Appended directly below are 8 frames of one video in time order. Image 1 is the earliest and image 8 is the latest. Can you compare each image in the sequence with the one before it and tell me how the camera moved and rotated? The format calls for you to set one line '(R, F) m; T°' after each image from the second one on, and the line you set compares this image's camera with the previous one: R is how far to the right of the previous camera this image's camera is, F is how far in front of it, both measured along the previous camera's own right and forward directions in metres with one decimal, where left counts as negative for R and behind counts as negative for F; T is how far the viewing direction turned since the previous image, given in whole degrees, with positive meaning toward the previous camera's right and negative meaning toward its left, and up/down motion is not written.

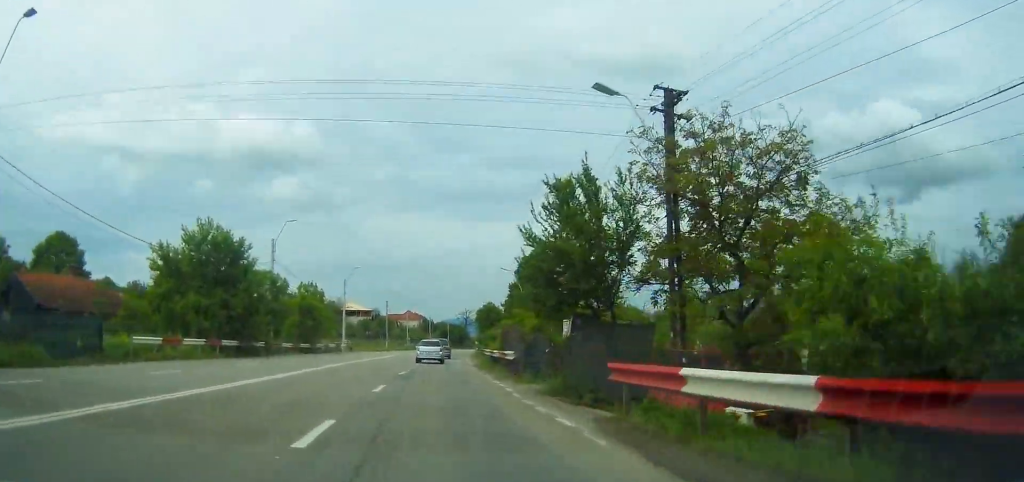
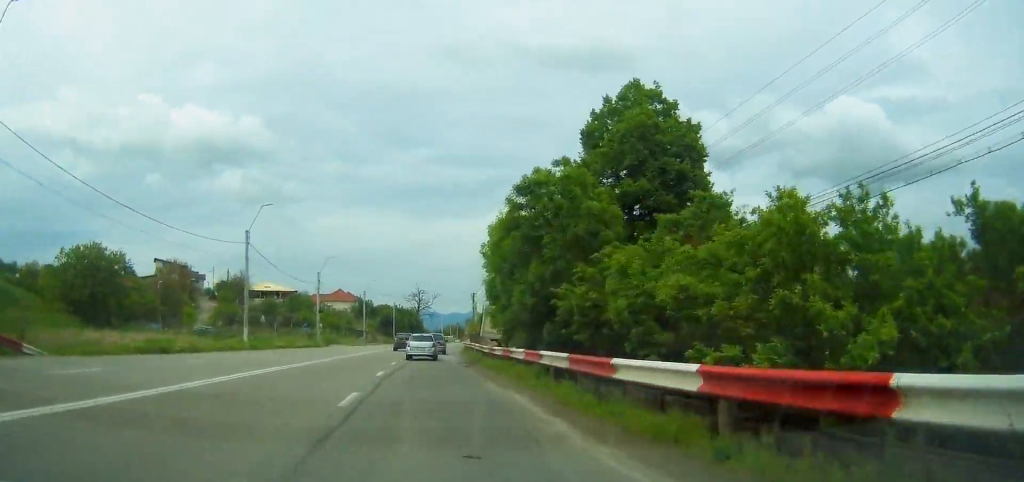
(+2.2, +68.0) m; +4°
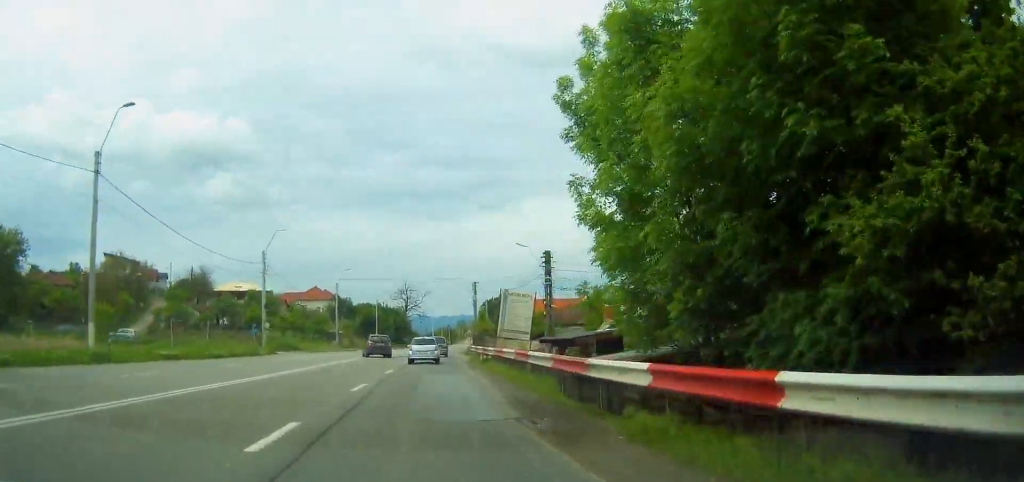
(+0.2, +23.3) m; +1°
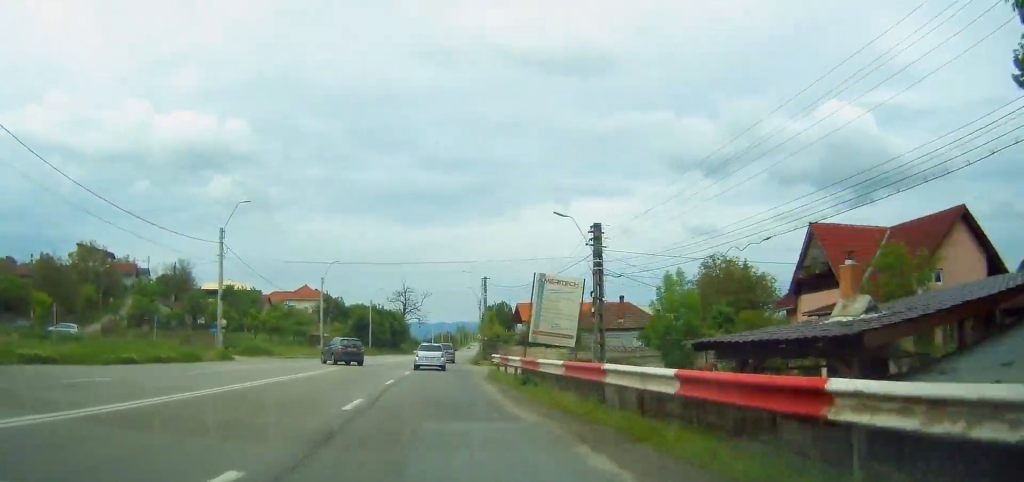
(+0.1, +13.0) m; +1°
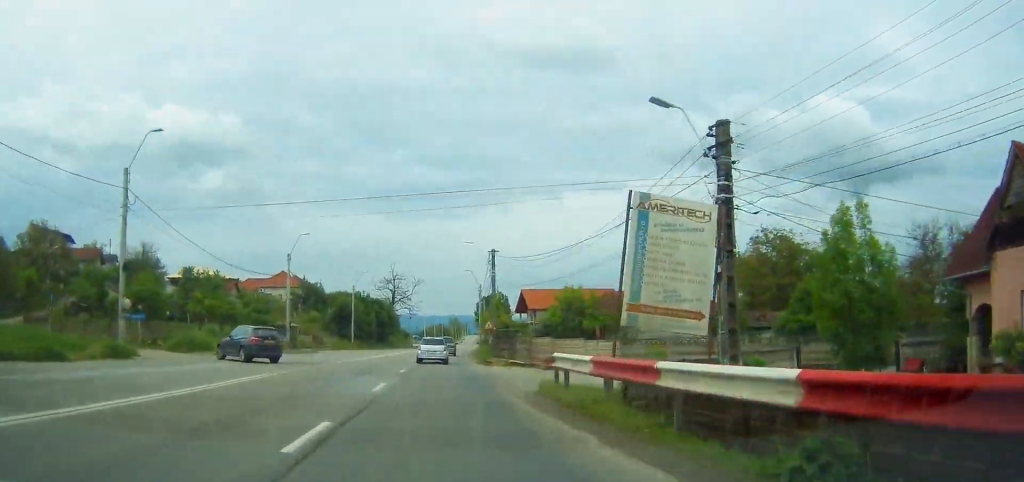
(0.0, +15.2) m; +1°
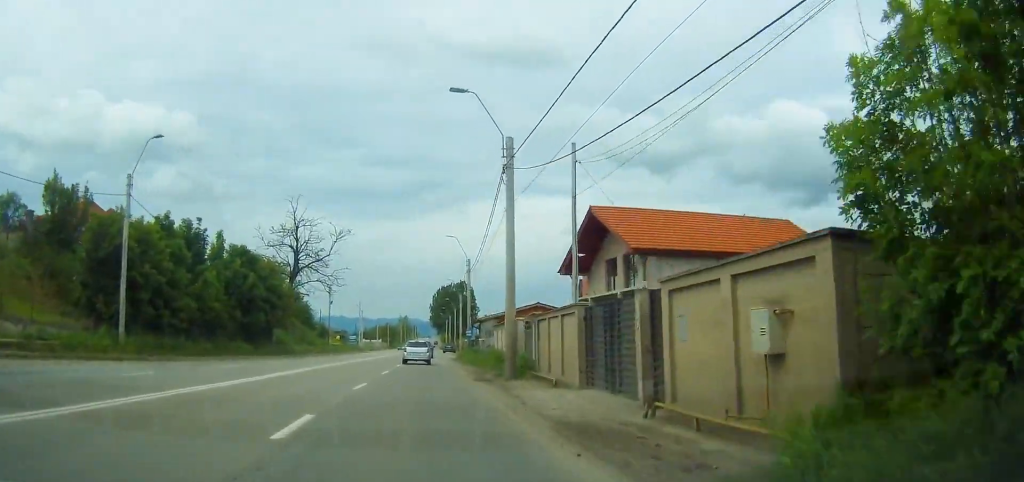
(+2.3, +62.3) m; +4°
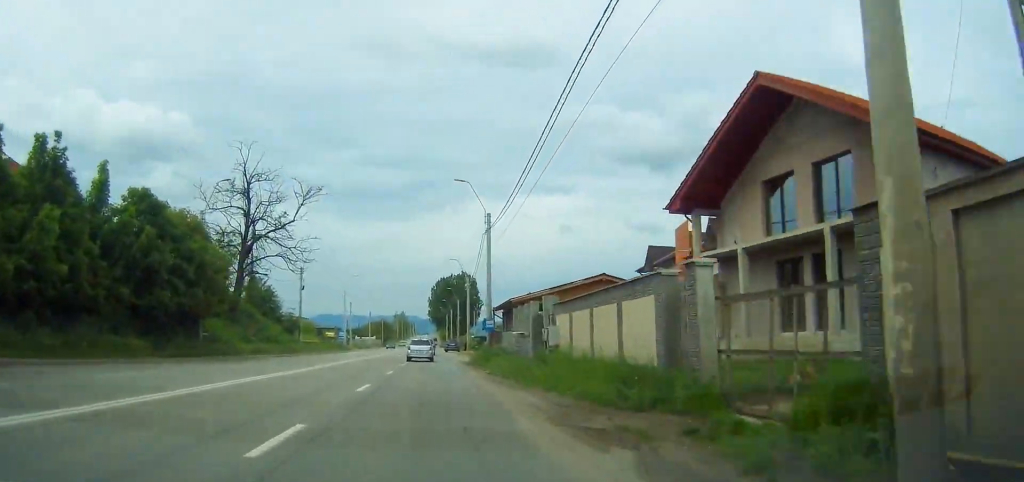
(+0.2, +19.5) m; 0°
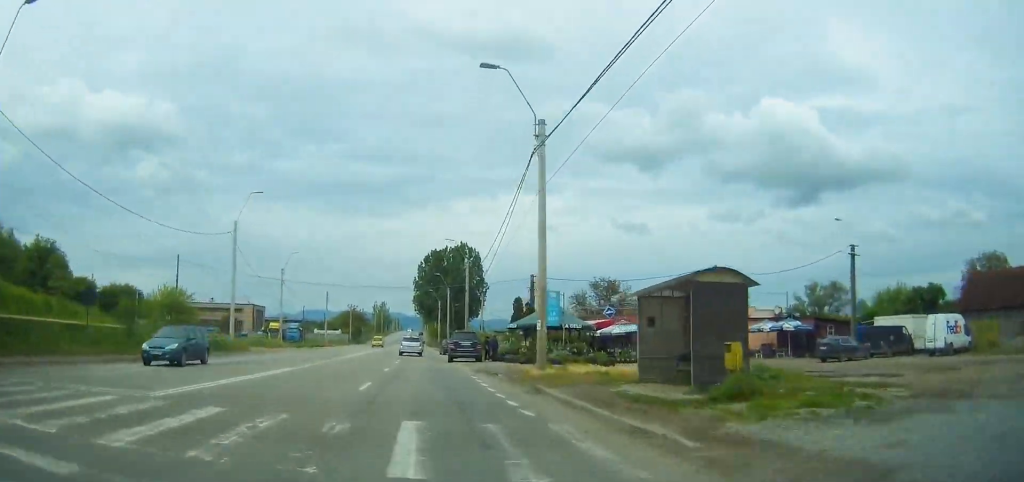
(-0.1, +52.5) m; 0°
